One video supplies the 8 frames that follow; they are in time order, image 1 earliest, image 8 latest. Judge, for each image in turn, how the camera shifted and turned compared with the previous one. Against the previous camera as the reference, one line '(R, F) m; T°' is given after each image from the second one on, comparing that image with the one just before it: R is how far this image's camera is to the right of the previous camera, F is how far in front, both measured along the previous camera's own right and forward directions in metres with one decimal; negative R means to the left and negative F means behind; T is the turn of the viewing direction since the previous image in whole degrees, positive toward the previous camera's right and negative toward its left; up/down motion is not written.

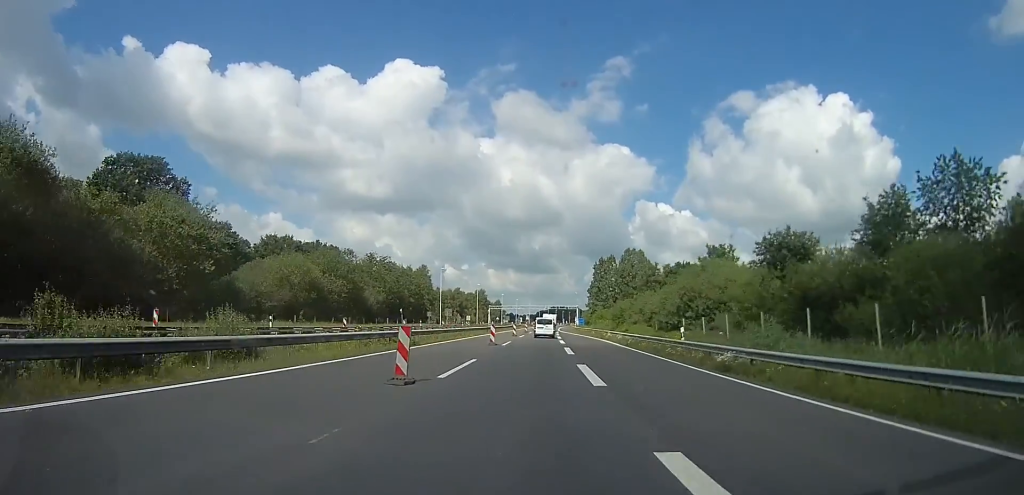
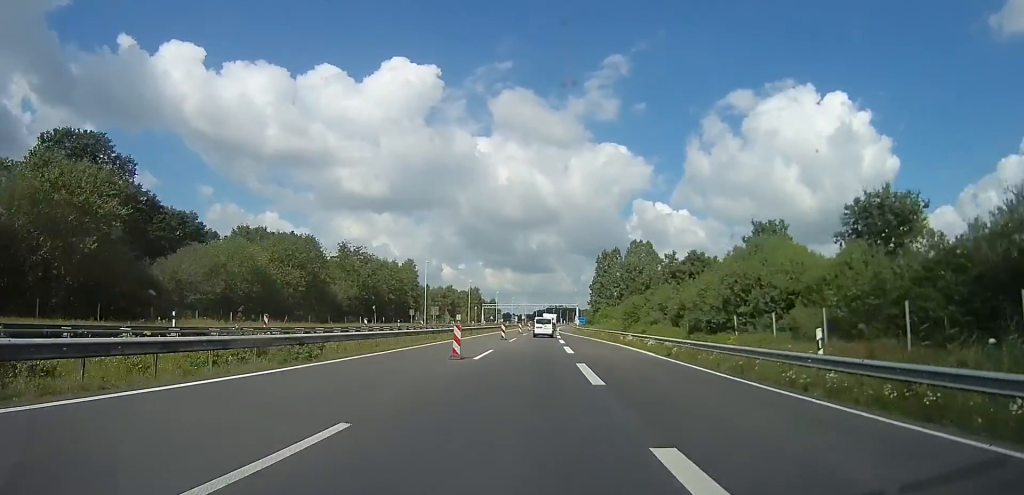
(+0.2, +11.8) m; +1°
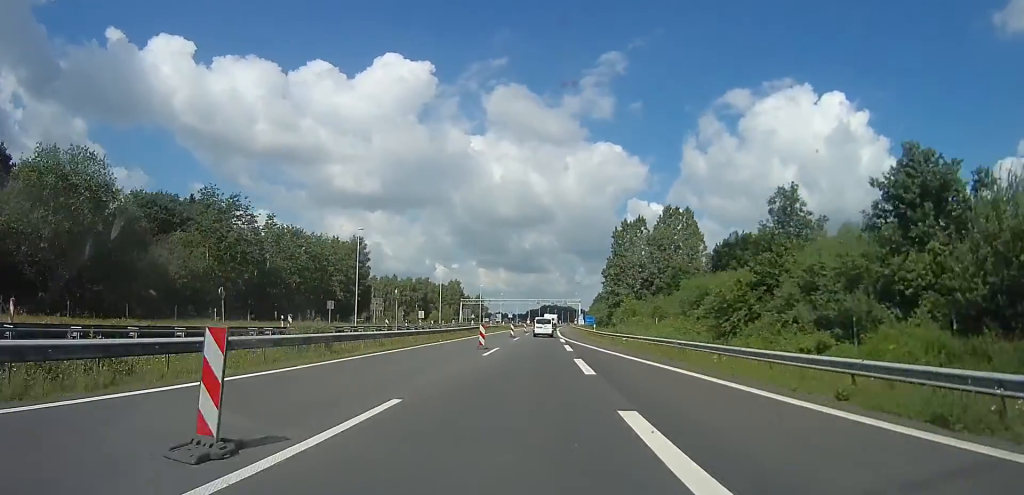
(-0.1, +33.5) m; -1°
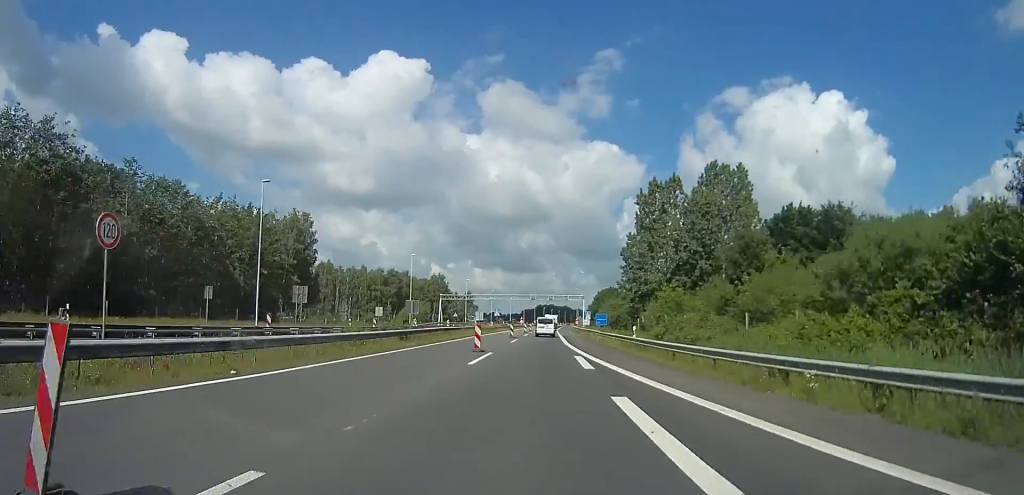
(0.0, +22.5) m; 0°
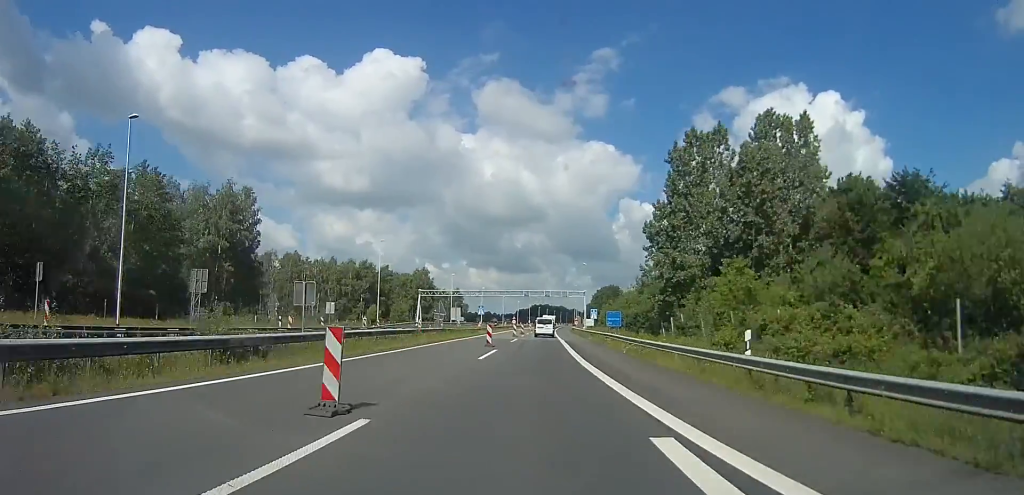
(0.0, +15.4) m; +1°
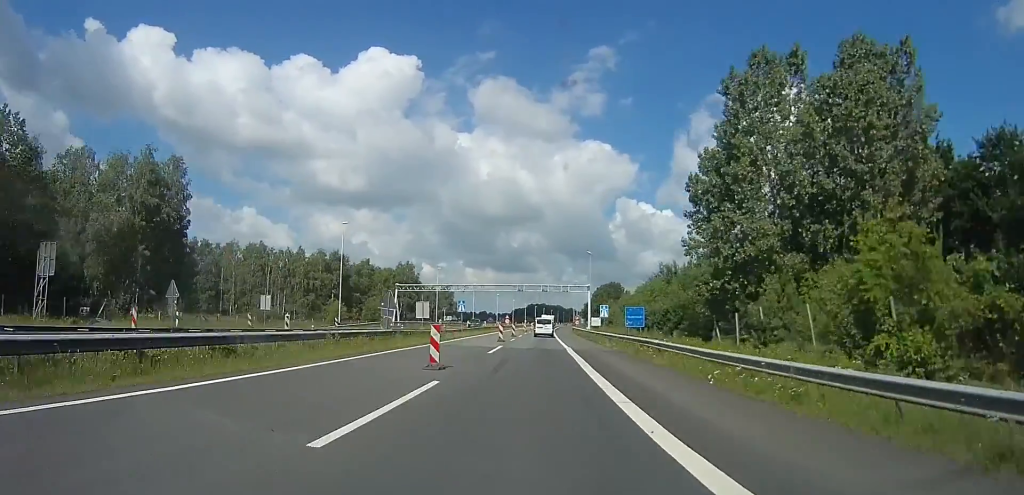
(+0.1, +13.2) m; 0°
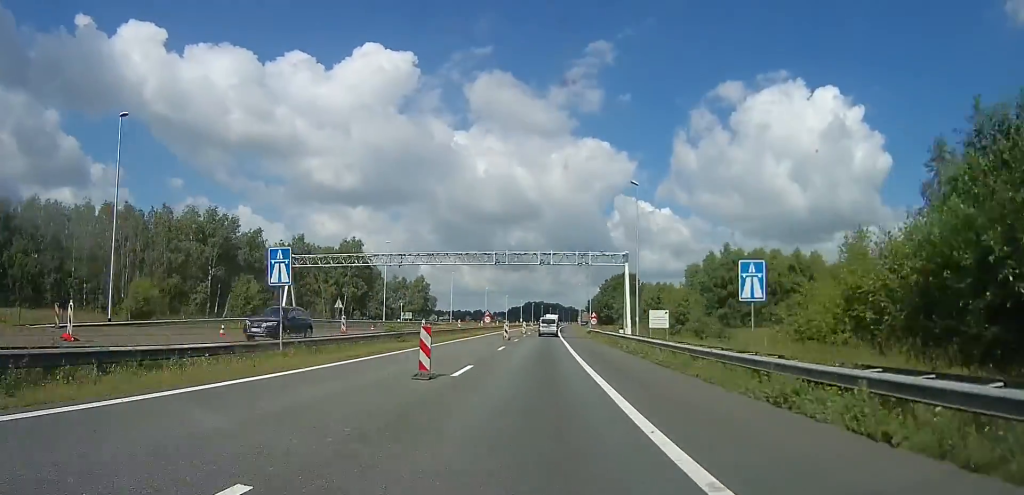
(-0.1, +35.7) m; -1°
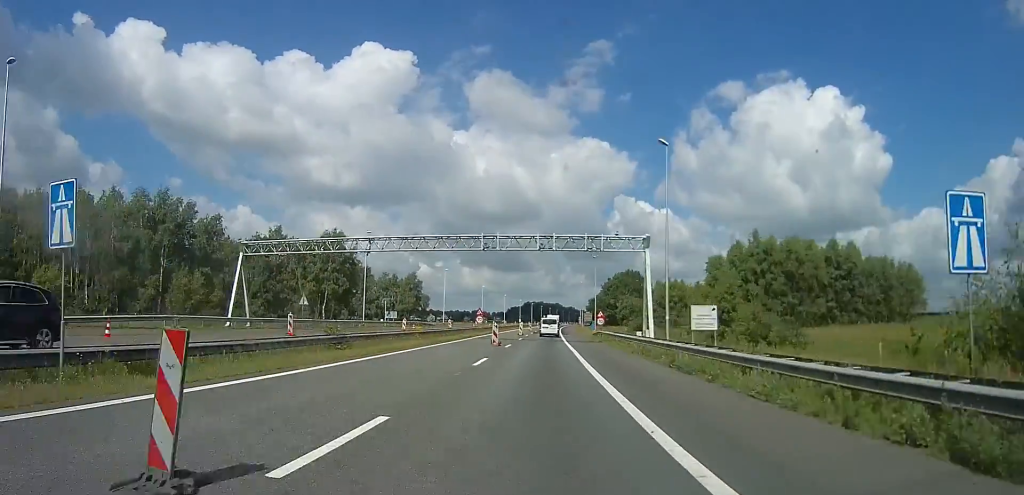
(0.0, +8.6) m; 0°
